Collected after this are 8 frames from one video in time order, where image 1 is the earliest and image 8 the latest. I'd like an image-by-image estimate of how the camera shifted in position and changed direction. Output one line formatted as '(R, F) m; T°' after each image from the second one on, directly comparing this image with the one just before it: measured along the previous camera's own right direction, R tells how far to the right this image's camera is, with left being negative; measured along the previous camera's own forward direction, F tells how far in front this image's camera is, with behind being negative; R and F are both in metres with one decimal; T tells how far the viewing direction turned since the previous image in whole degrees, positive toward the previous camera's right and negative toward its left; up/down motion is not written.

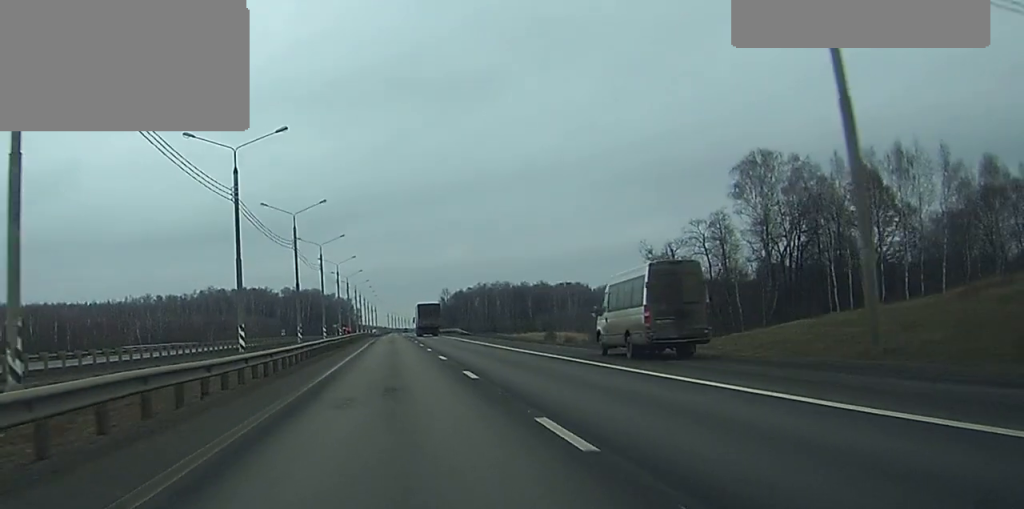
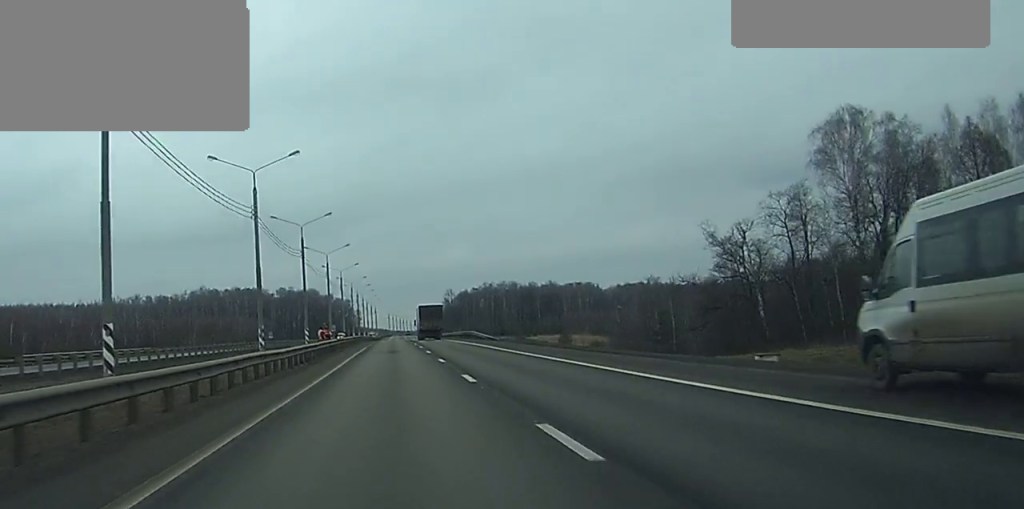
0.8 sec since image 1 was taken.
(0.0, +24.6) m; 0°
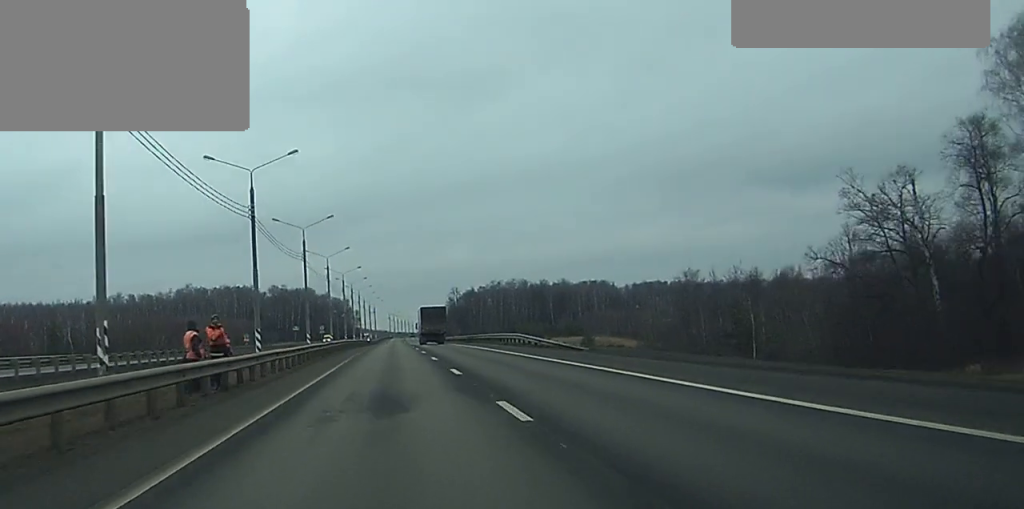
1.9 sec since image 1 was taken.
(0.0, +32.4) m; 0°
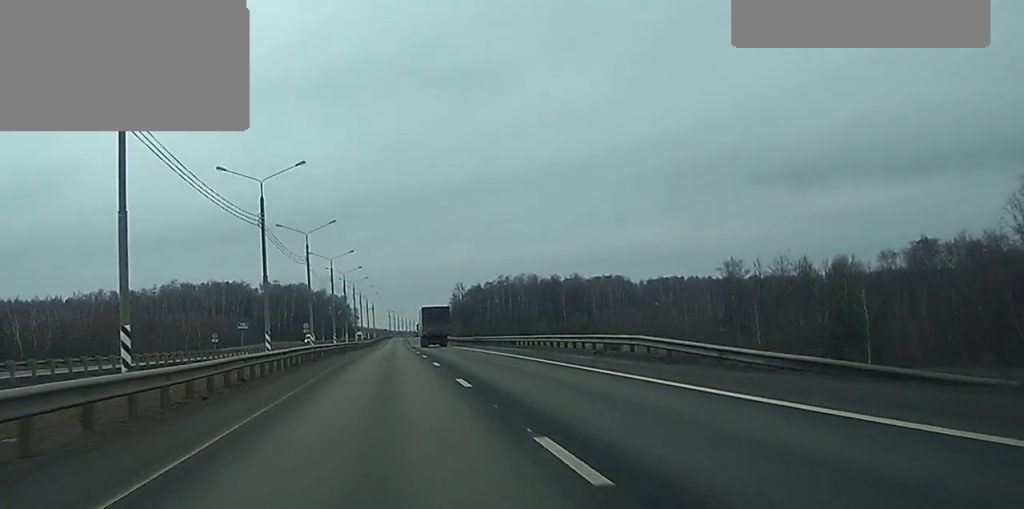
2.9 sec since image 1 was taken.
(+0.1, +28.6) m; 0°
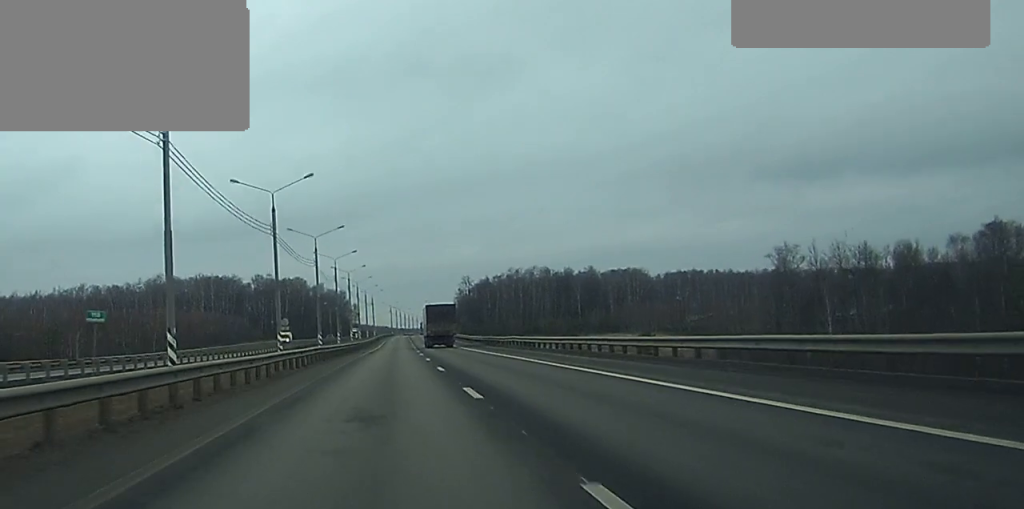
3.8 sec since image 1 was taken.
(0.0, +26.8) m; 0°
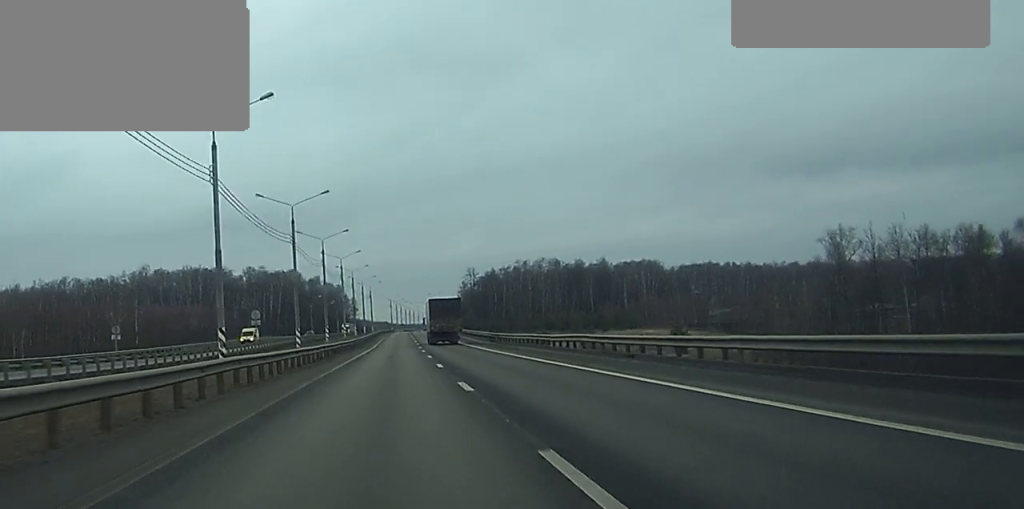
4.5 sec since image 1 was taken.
(0.0, +22.0) m; 0°
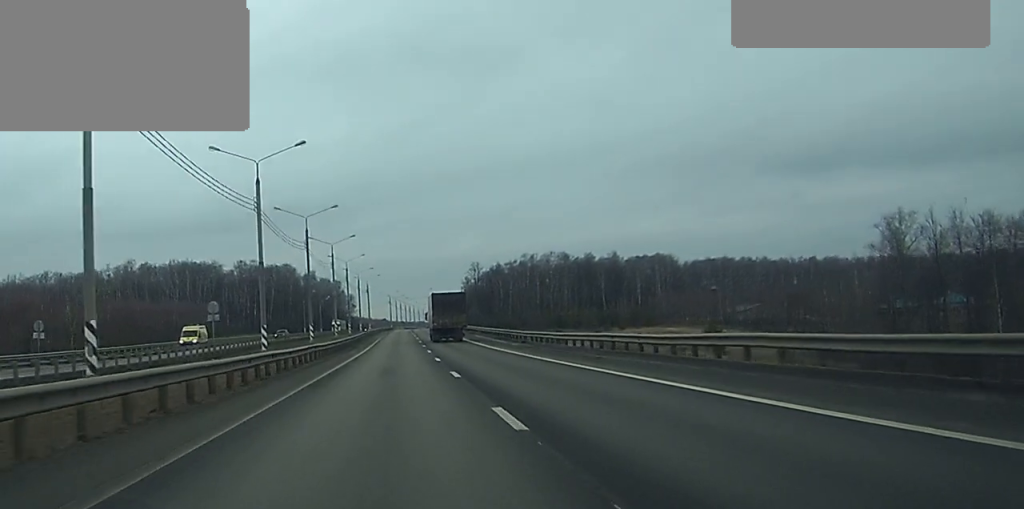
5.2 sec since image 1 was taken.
(0.0, +19.1) m; 0°
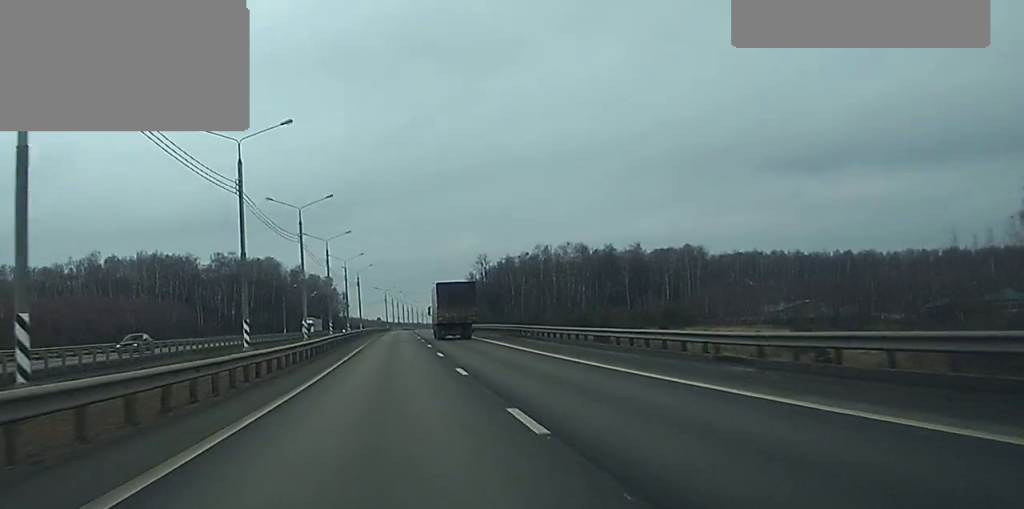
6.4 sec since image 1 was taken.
(0.0, +36.6) m; 0°
